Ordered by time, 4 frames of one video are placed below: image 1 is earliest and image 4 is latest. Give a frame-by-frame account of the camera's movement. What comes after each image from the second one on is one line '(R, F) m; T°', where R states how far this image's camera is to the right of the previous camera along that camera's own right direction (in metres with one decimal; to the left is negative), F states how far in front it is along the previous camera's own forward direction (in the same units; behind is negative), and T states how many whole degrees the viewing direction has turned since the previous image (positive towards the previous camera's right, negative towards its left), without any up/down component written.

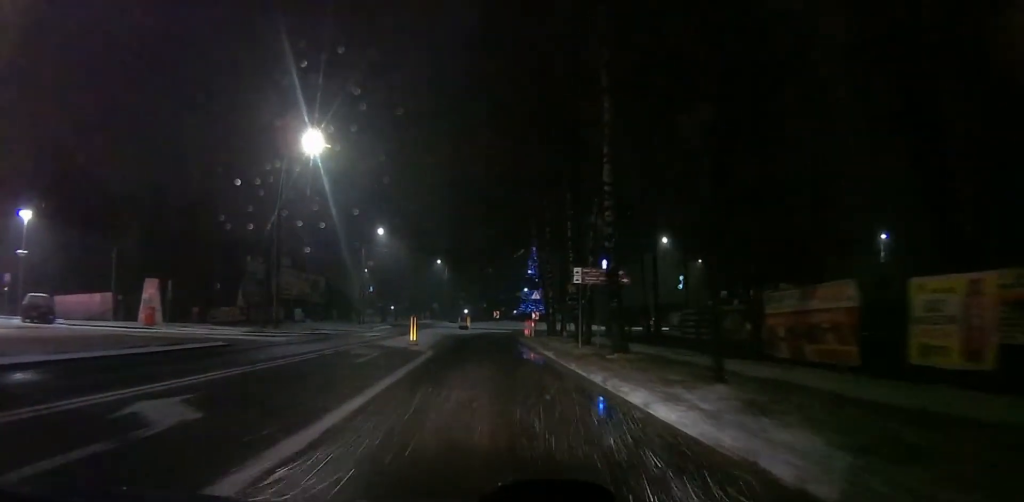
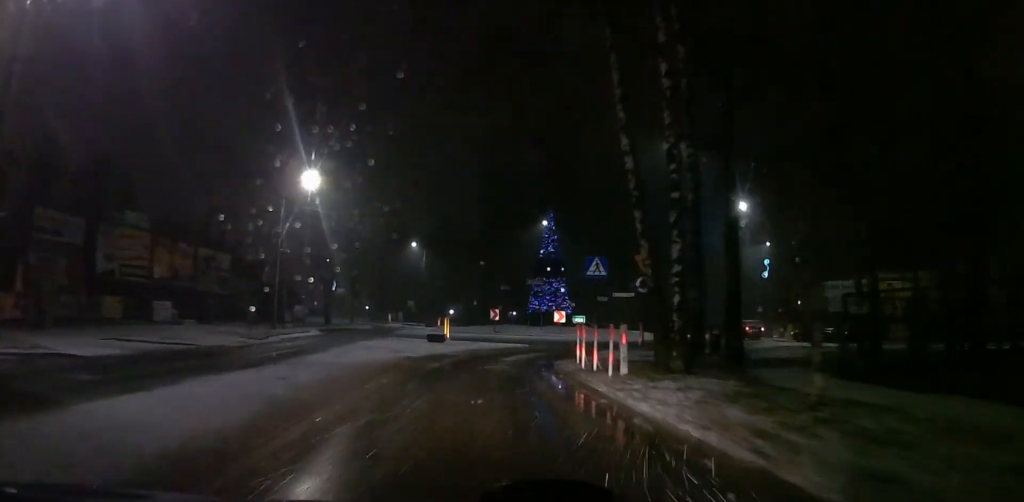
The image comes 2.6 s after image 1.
(+0.3, +25.3) m; +4°
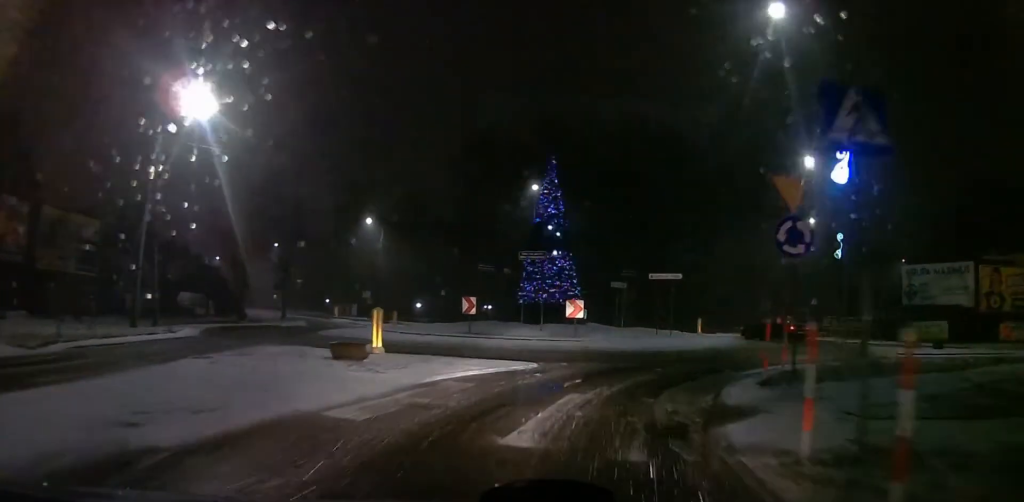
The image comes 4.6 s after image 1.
(-0.1, +14.5) m; +2°
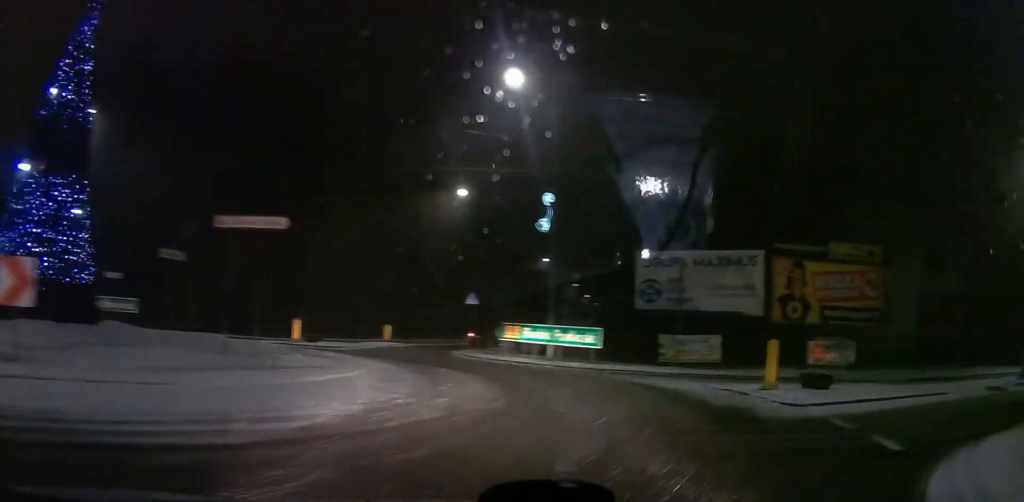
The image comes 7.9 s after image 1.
(+2.9, +15.8) m; +34°
